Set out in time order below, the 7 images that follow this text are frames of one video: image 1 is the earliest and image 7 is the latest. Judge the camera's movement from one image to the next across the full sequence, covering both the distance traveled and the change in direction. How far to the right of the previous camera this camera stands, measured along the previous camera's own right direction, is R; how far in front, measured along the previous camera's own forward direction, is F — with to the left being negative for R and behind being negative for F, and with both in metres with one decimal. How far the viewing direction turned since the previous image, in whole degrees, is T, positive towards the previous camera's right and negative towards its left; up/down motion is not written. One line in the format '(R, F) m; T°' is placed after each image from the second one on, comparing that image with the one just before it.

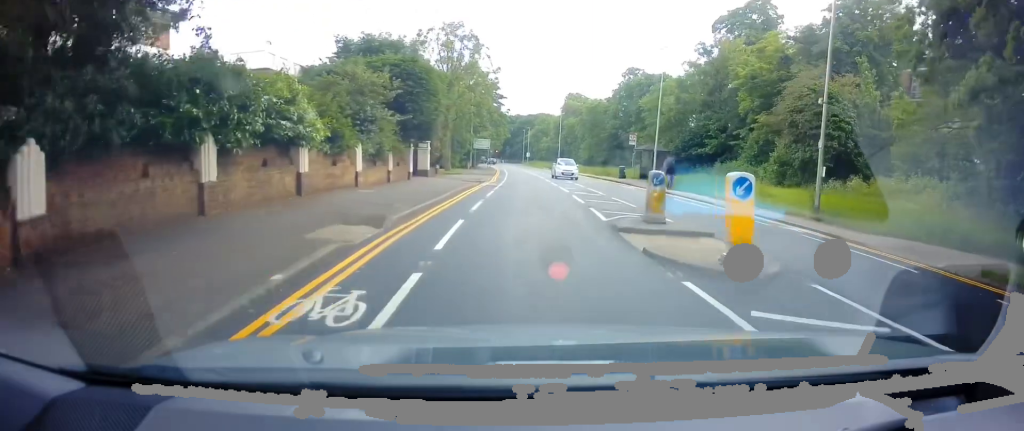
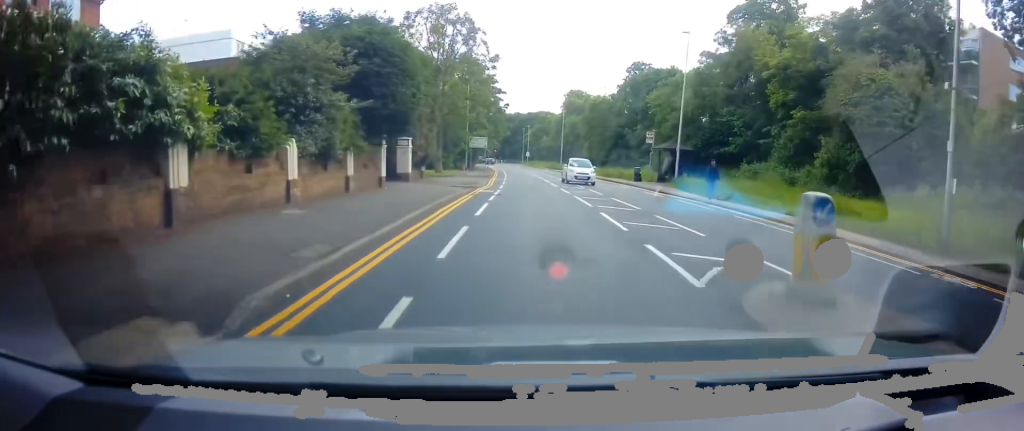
(-0.1, +6.3) m; -1°
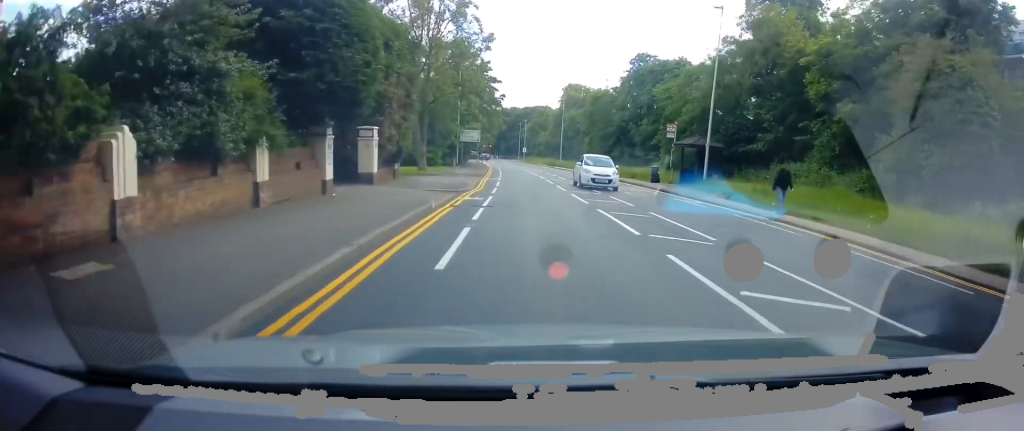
(-0.1, +6.5) m; 0°
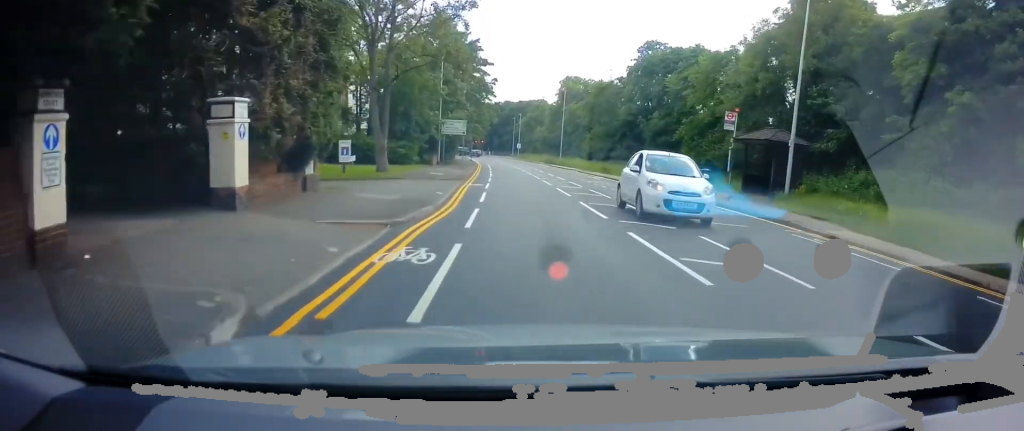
(0.0, +10.5) m; +1°
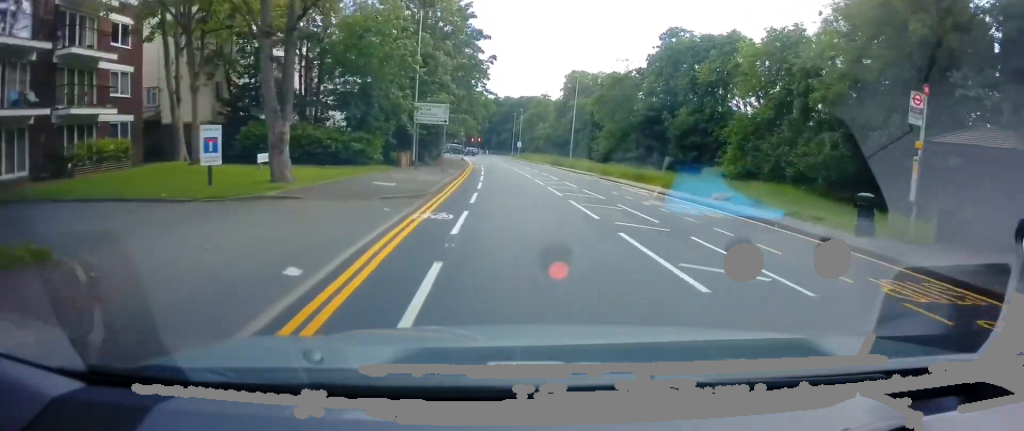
(+0.2, +12.8) m; +1°
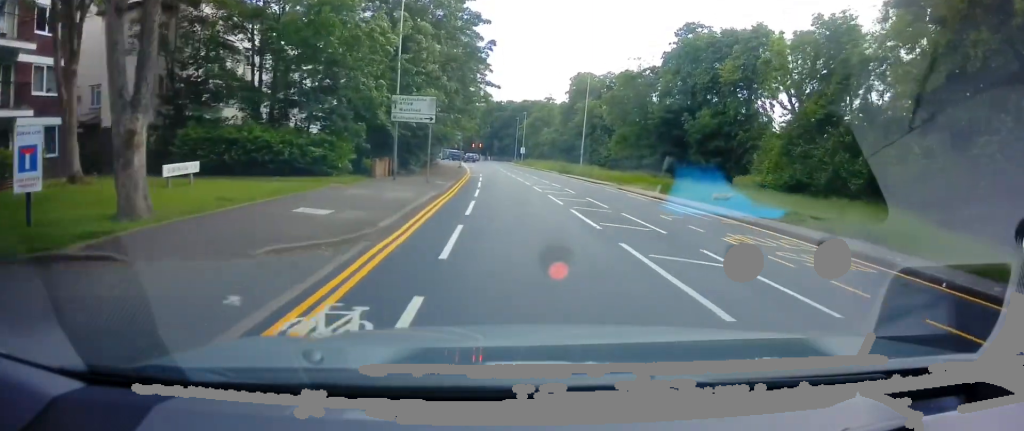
(0.0, +6.9) m; 0°
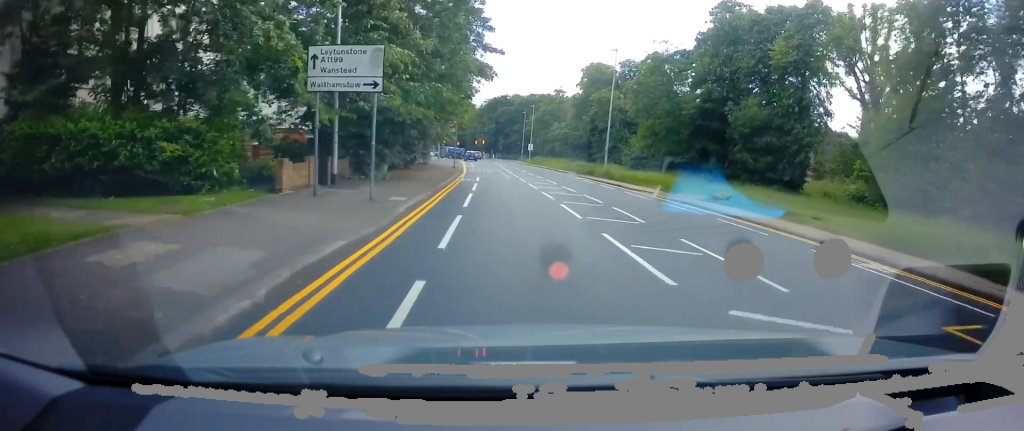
(0.0, +10.8) m; 0°
